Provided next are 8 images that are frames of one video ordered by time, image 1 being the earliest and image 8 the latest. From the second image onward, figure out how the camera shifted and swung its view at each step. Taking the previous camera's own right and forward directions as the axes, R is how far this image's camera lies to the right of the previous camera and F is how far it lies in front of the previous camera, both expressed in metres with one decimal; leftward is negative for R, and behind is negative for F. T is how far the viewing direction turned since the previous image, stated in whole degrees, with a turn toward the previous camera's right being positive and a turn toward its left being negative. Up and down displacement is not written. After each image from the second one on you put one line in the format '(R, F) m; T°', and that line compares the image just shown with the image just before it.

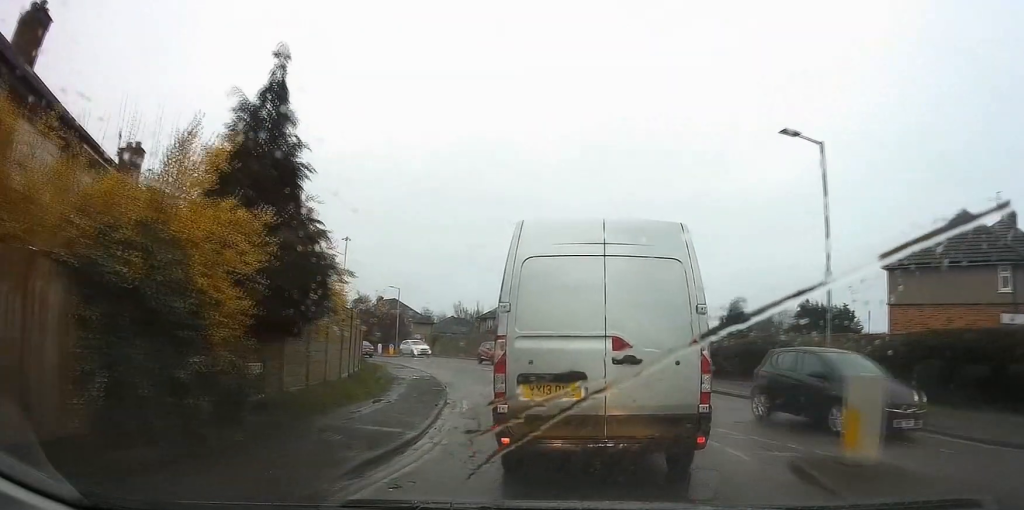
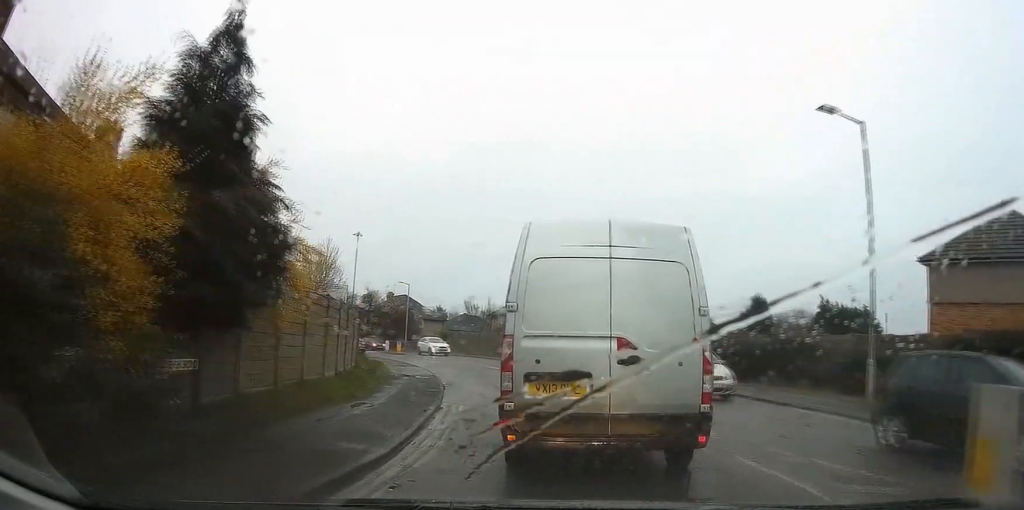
(+0.3, +2.3) m; +1°
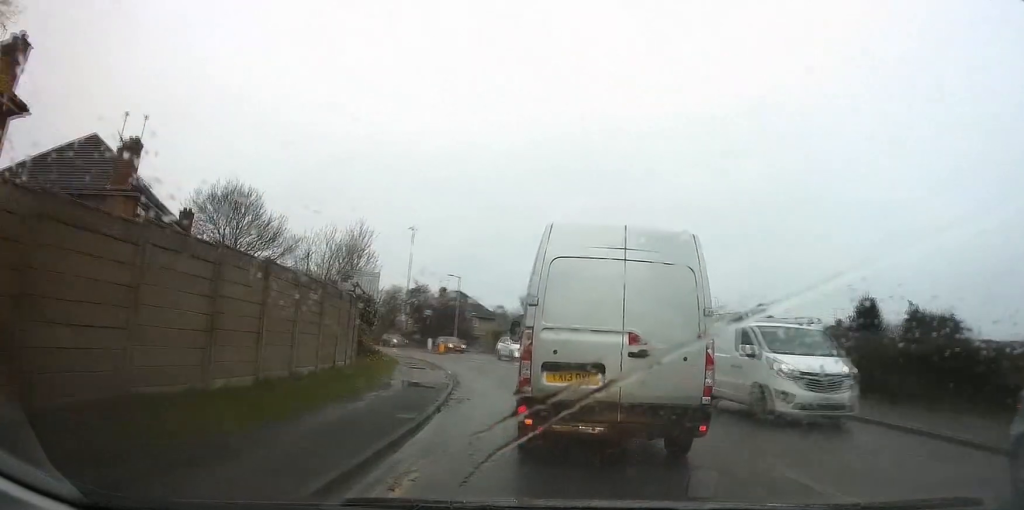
(-0.8, +7.9) m; -9°
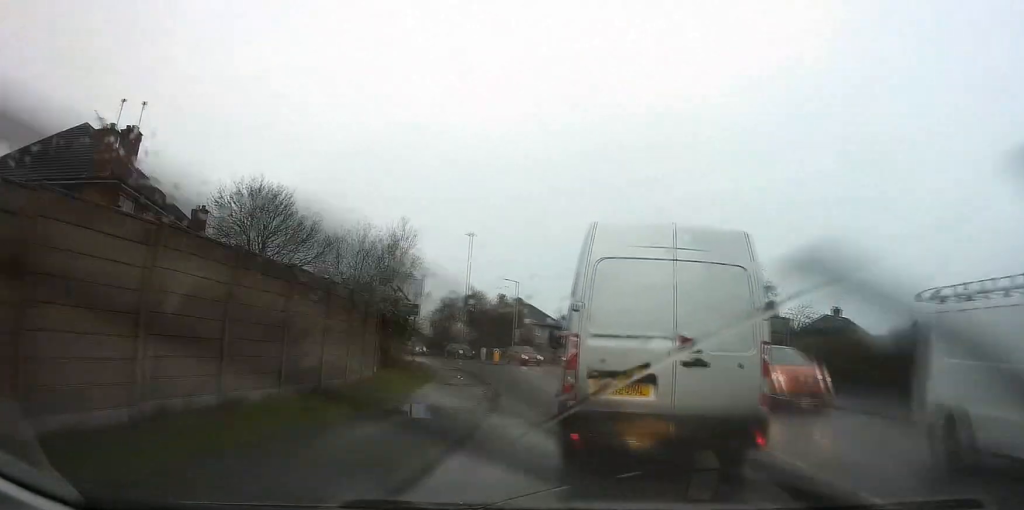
(-0.1, +4.7) m; -5°
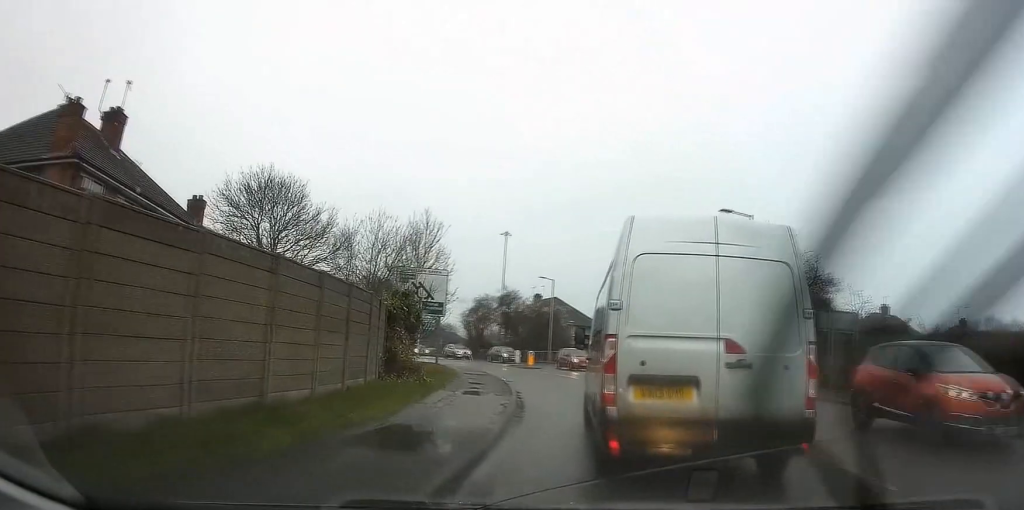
(0.0, +3.8) m; -5°
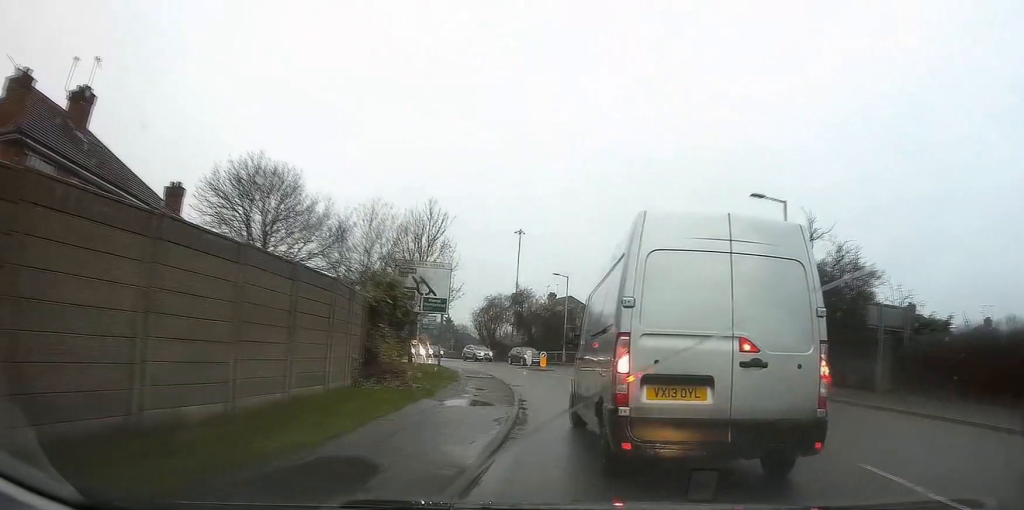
(-0.2, +3.4) m; 0°
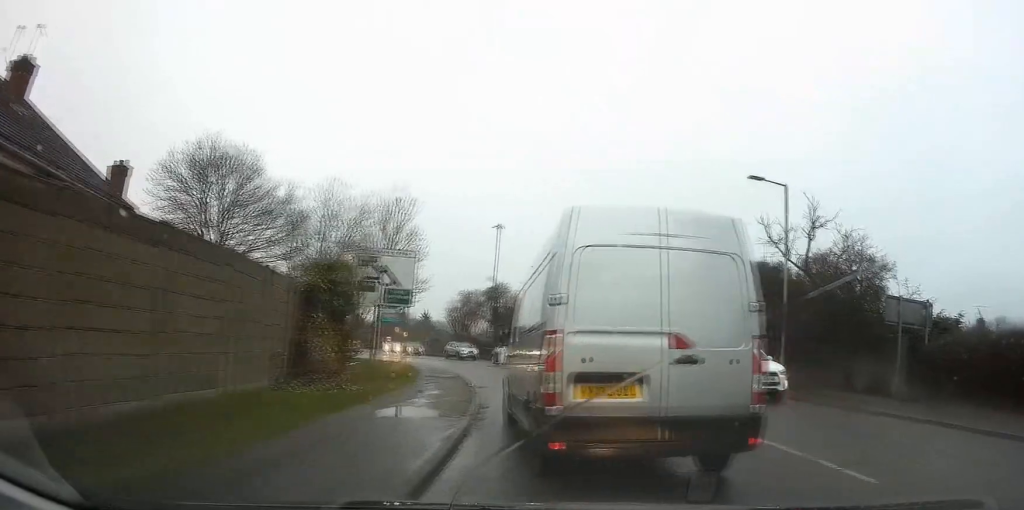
(-0.3, +3.4) m; +1°
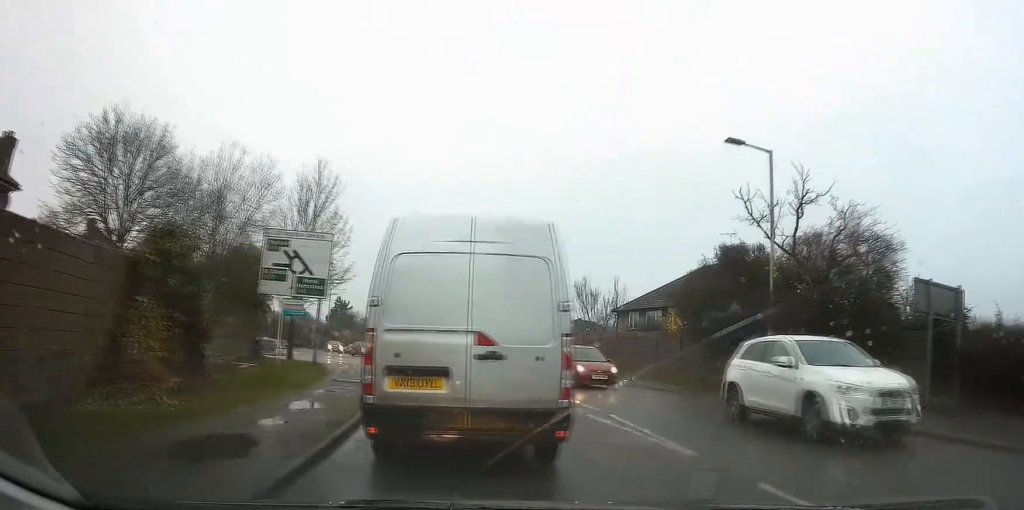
(+0.7, +5.2) m; +5°
